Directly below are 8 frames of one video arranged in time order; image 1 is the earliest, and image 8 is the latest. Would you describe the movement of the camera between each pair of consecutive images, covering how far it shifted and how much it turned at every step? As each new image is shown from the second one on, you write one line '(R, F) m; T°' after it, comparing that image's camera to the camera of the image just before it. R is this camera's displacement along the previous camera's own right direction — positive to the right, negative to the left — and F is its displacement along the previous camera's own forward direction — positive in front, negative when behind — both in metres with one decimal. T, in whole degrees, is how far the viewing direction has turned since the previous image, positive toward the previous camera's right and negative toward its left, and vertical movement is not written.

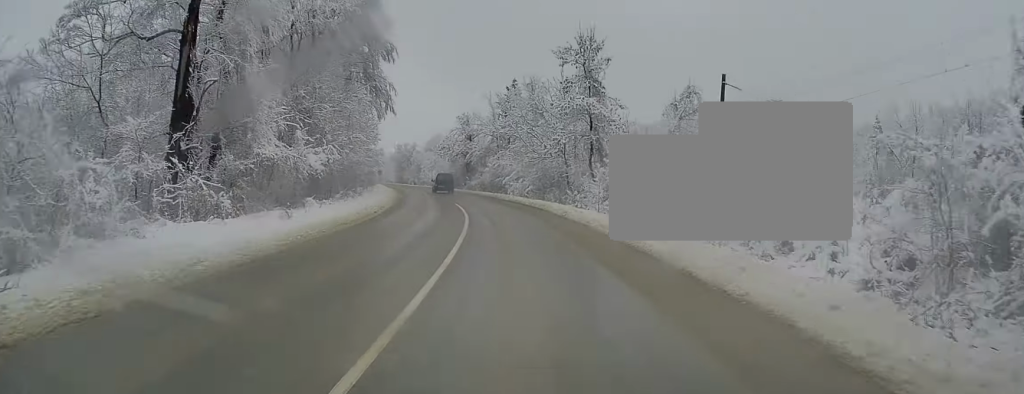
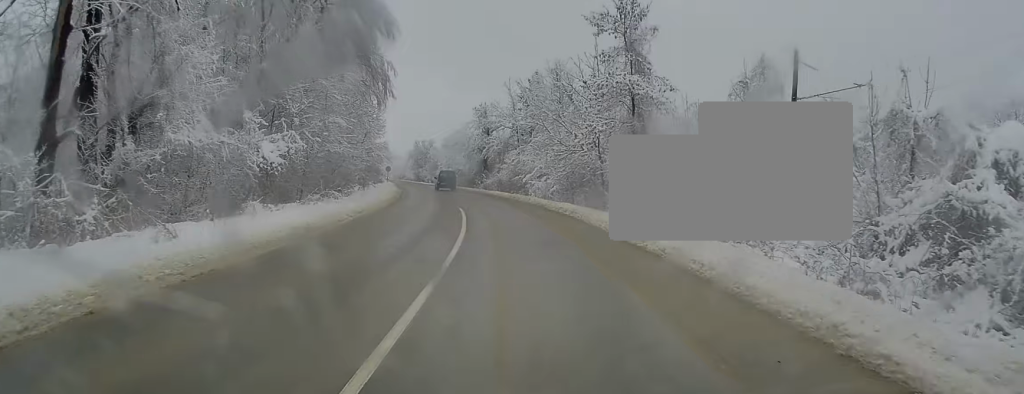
(+0.2, +9.3) m; -1°
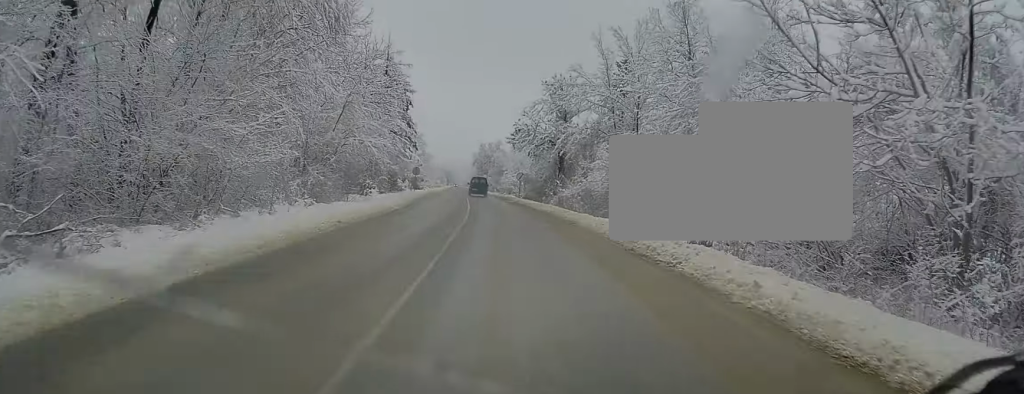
(-1.2, +29.3) m; -5°
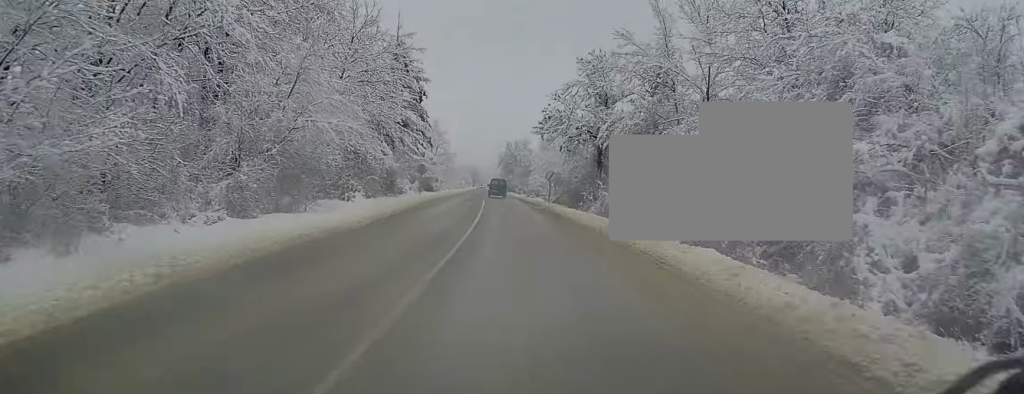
(-0.1, +11.2) m; -2°
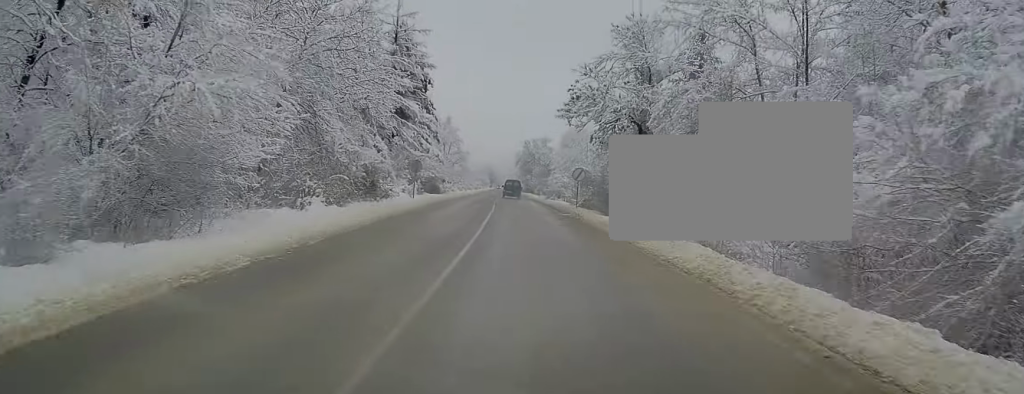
(-0.2, +10.0) m; -3°
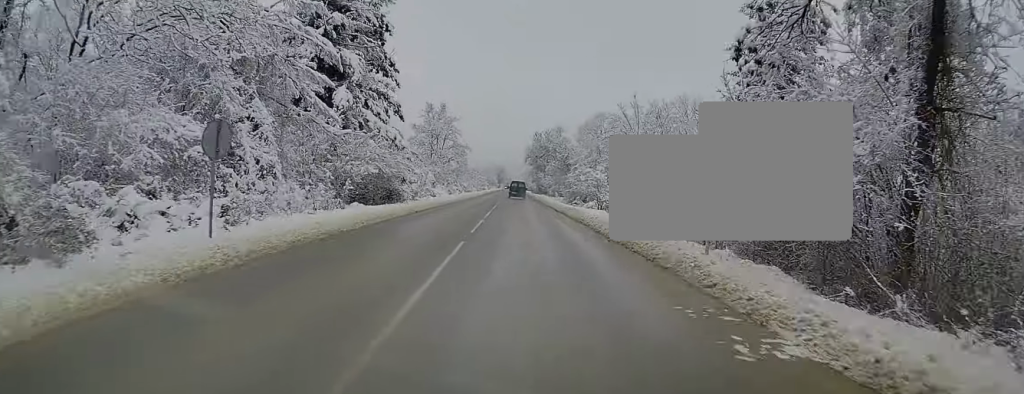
(-1.4, +25.8) m; -5°
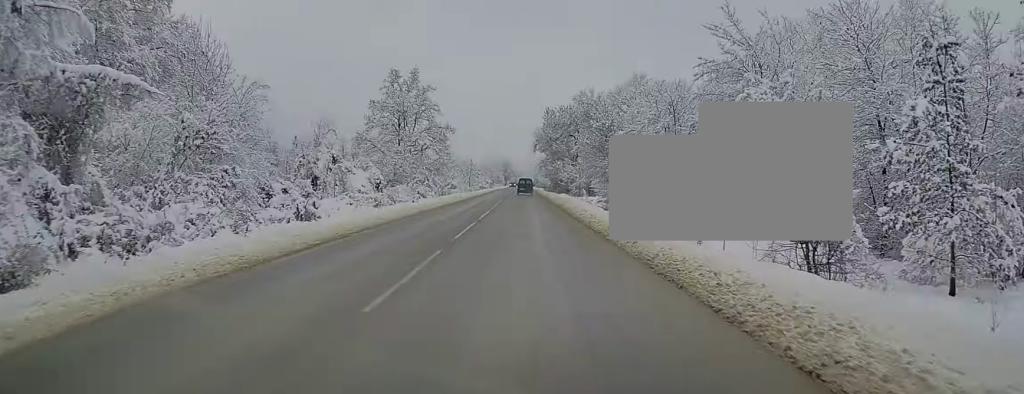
(-0.3, +37.8) m; 0°
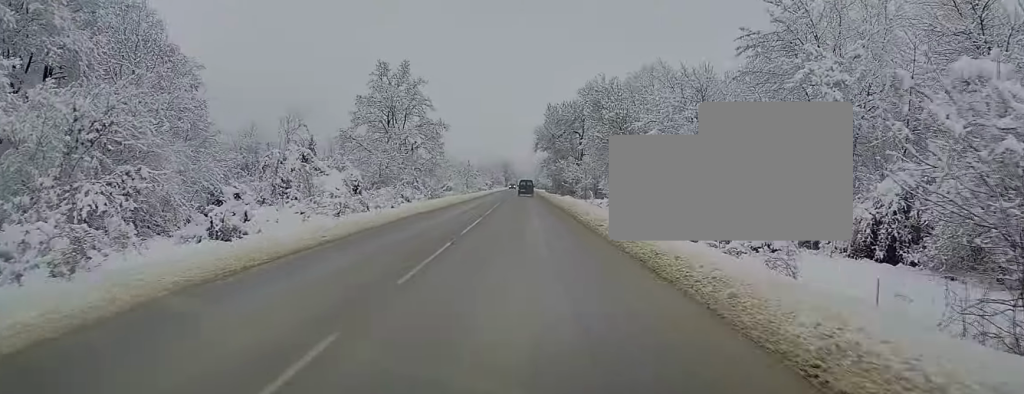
(+0.1, +7.0) m; 0°
